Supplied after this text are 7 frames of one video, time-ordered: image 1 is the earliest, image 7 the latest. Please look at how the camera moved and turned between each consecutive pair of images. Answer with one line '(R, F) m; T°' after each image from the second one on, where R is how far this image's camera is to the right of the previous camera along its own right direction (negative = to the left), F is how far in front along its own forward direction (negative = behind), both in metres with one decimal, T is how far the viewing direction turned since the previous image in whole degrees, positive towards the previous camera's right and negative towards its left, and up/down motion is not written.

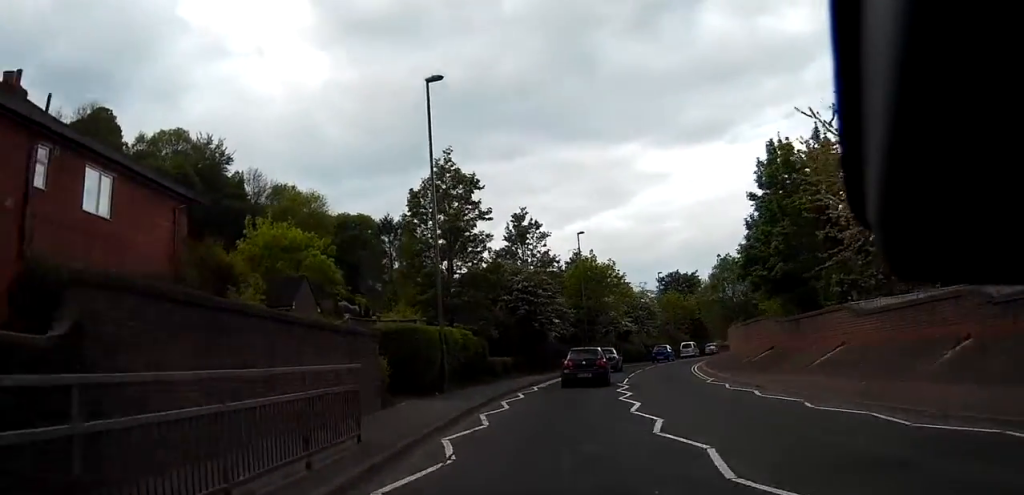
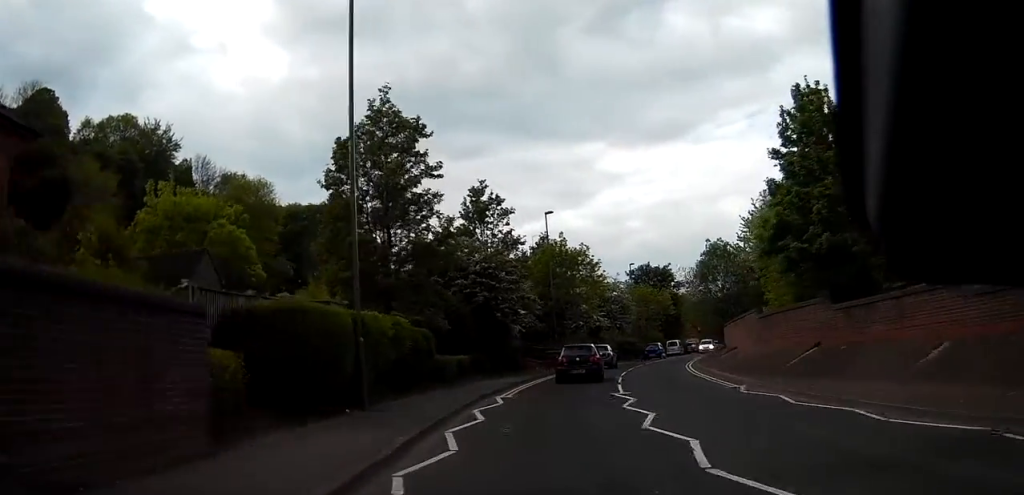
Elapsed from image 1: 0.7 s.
(+0.4, +8.1) m; +4°
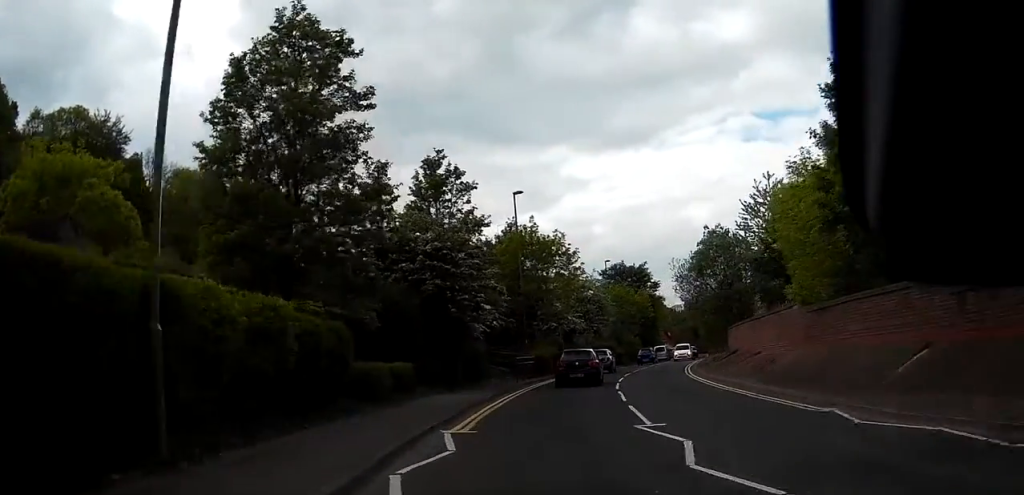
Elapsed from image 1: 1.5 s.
(+0.3, +8.2) m; +5°
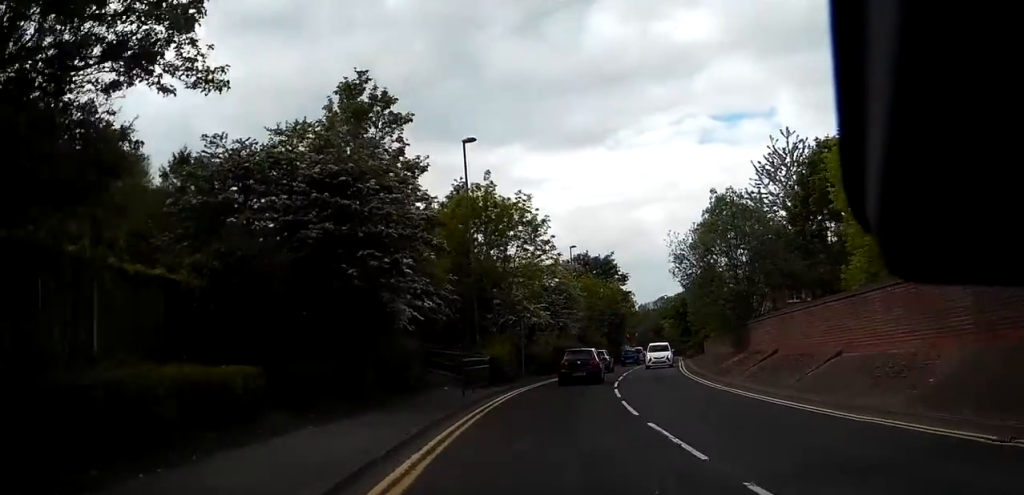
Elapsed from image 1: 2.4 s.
(+0.7, +11.0) m; +8°
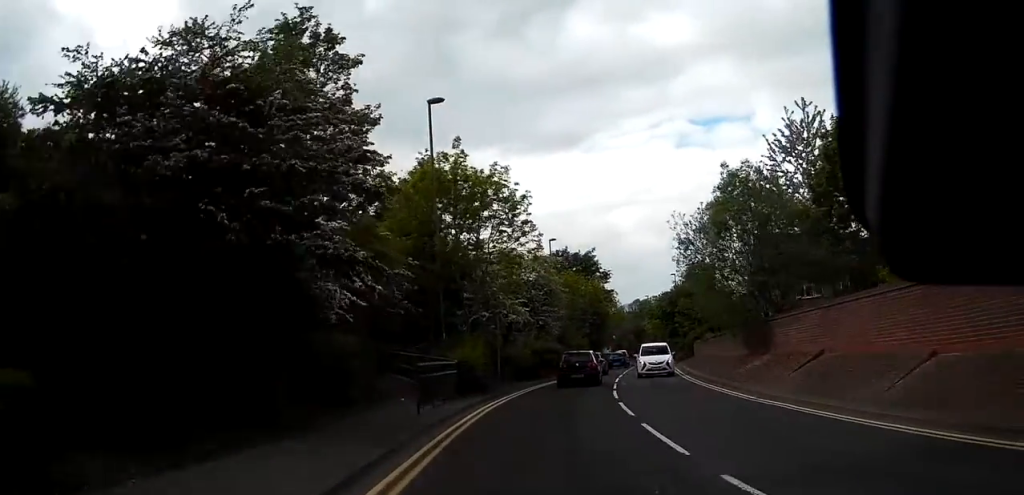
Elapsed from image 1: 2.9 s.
(+0.1, +5.8) m; +4°
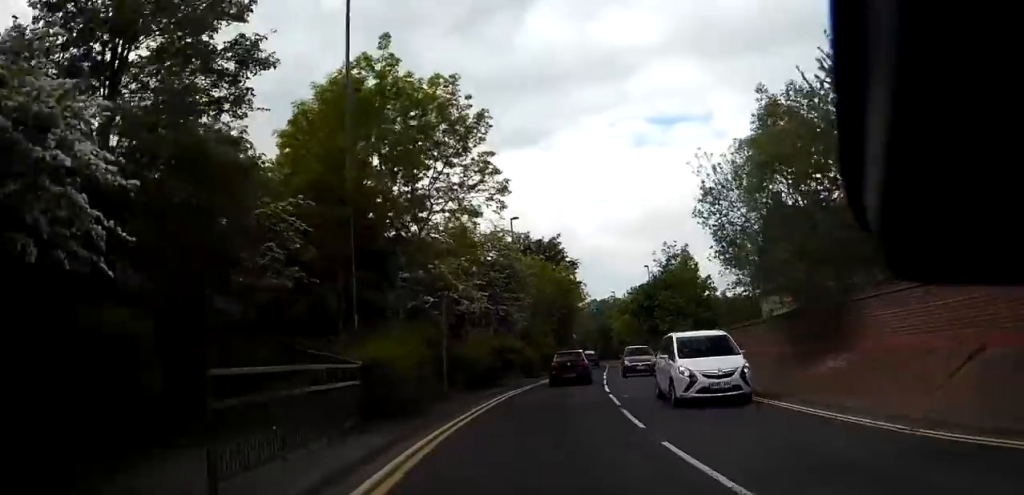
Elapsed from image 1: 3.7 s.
(+0.5, +9.6) m; +5°
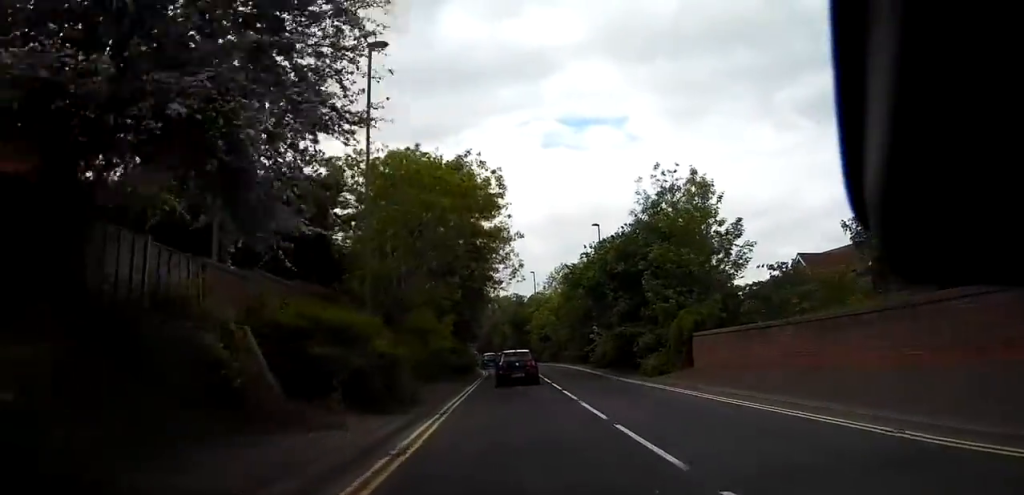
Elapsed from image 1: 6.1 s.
(+1.7, +28.3) m; +8°
